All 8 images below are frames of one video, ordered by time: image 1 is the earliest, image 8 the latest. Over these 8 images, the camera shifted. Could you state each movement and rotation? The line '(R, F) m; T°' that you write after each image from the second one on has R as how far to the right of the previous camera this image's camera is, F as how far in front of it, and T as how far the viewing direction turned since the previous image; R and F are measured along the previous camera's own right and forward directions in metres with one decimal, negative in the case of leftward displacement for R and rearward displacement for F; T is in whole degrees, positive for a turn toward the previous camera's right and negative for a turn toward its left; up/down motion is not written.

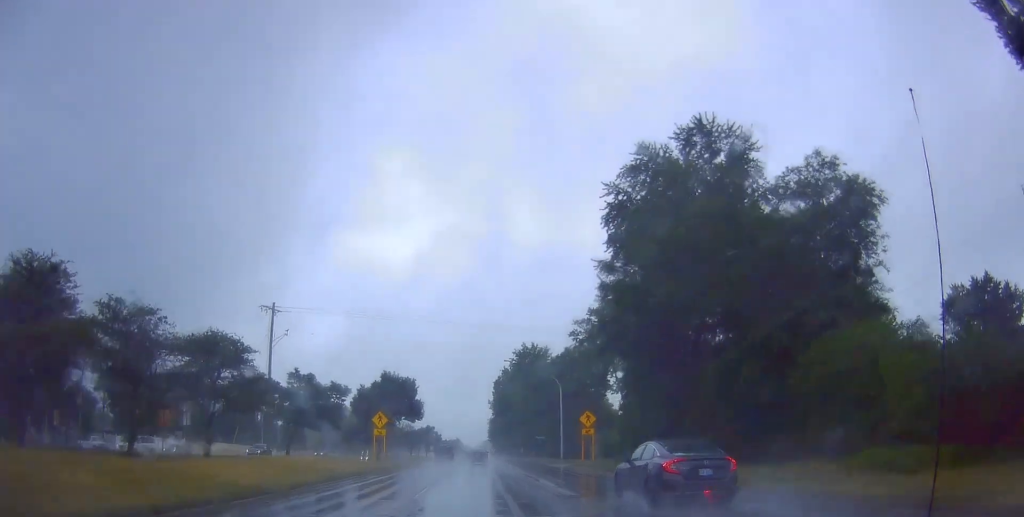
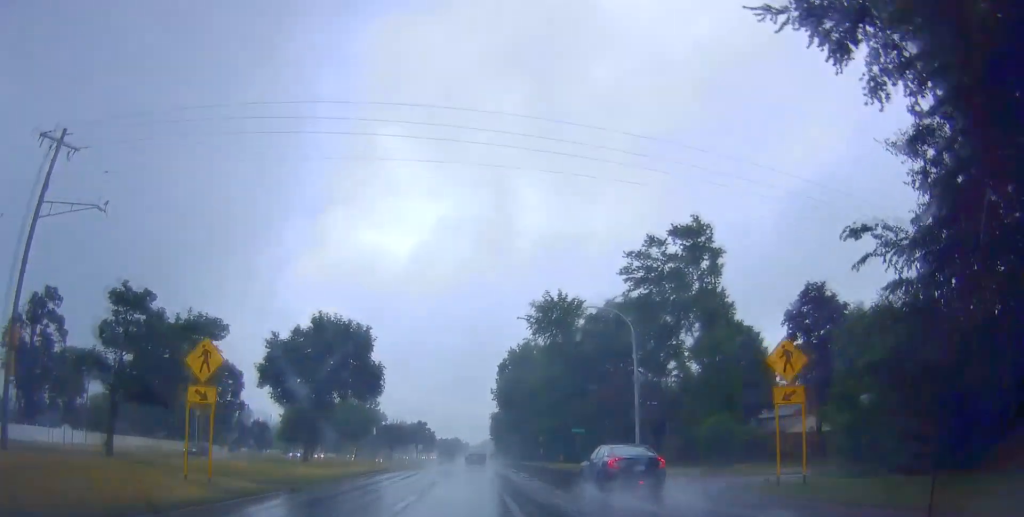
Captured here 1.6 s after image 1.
(-0.2, +28.7) m; -1°
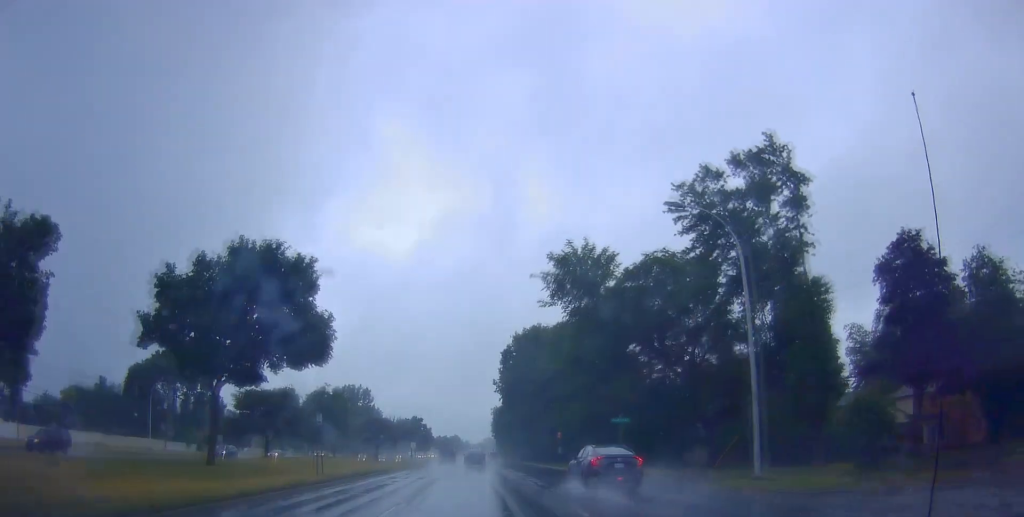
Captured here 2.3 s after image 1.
(0.0, +13.9) m; -1°
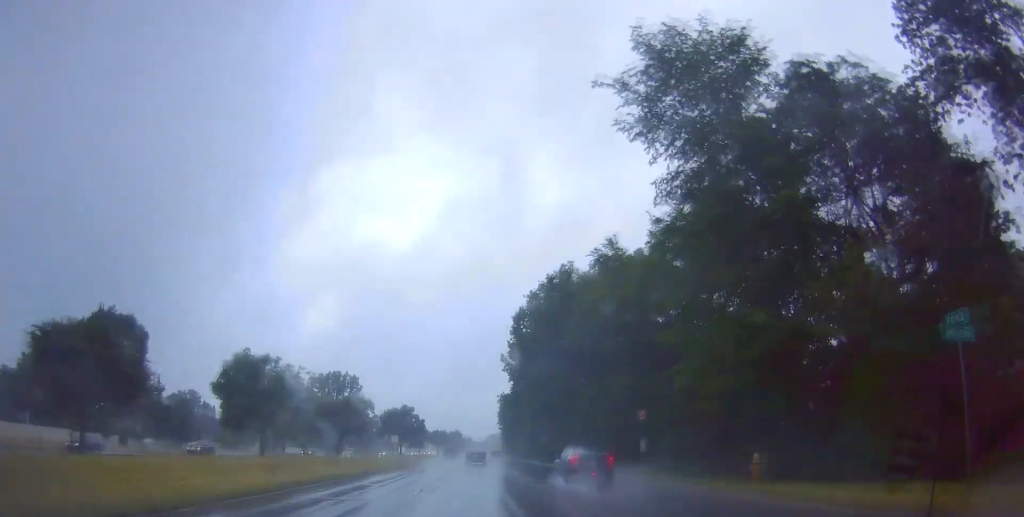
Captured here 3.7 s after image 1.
(-0.3, +26.0) m; -1°
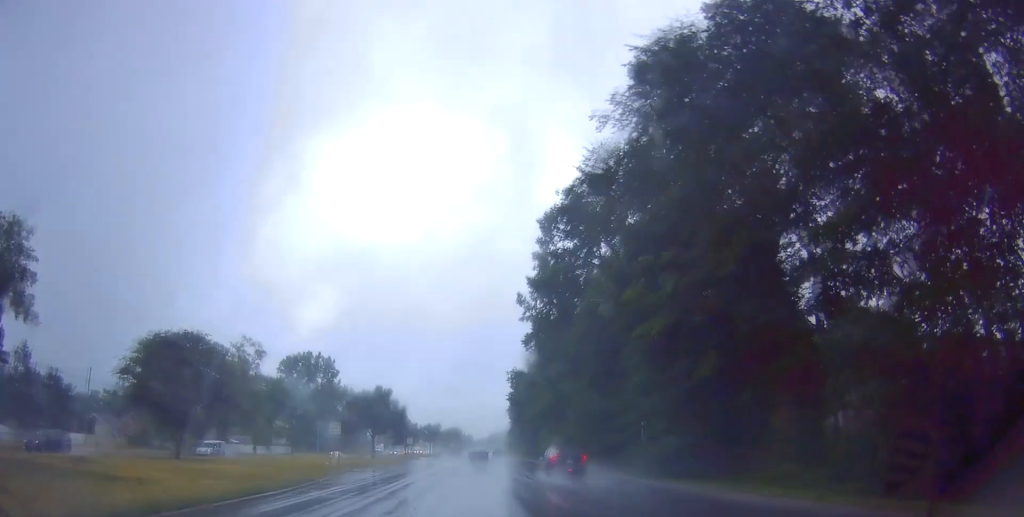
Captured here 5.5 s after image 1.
(+0.1, +34.0) m; 0°
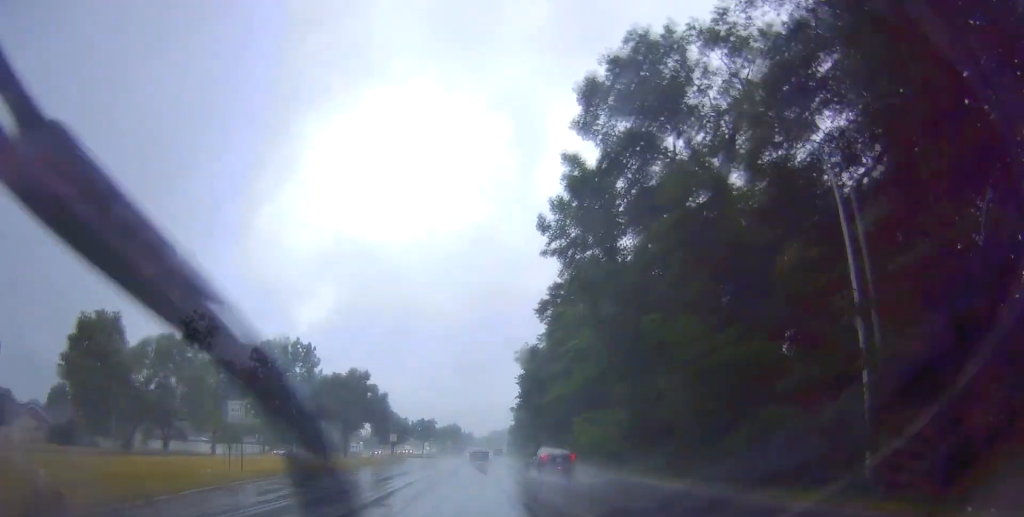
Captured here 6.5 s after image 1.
(0.0, +19.0) m; 0°
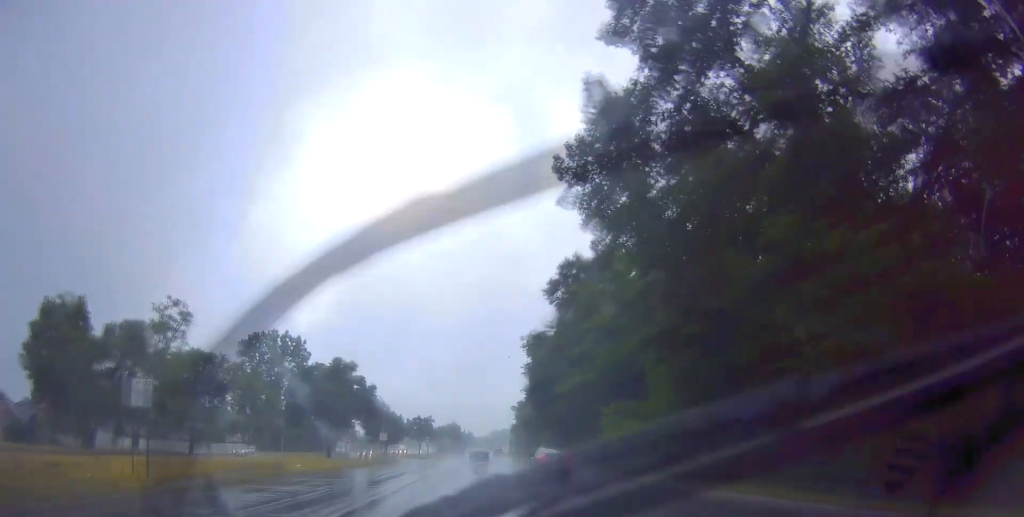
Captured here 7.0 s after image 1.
(0.0, +8.0) m; 0°
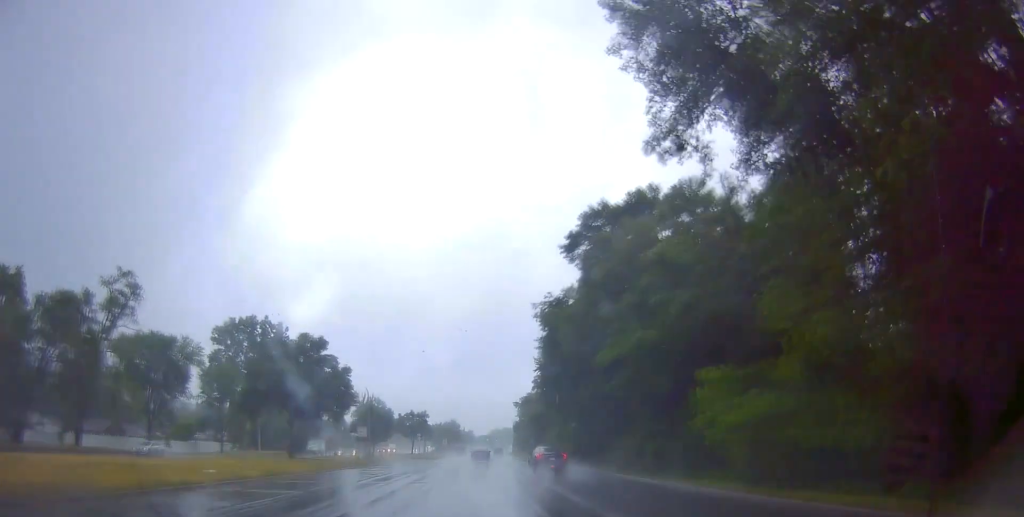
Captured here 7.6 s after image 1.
(0.0, +12.4) m; 0°
